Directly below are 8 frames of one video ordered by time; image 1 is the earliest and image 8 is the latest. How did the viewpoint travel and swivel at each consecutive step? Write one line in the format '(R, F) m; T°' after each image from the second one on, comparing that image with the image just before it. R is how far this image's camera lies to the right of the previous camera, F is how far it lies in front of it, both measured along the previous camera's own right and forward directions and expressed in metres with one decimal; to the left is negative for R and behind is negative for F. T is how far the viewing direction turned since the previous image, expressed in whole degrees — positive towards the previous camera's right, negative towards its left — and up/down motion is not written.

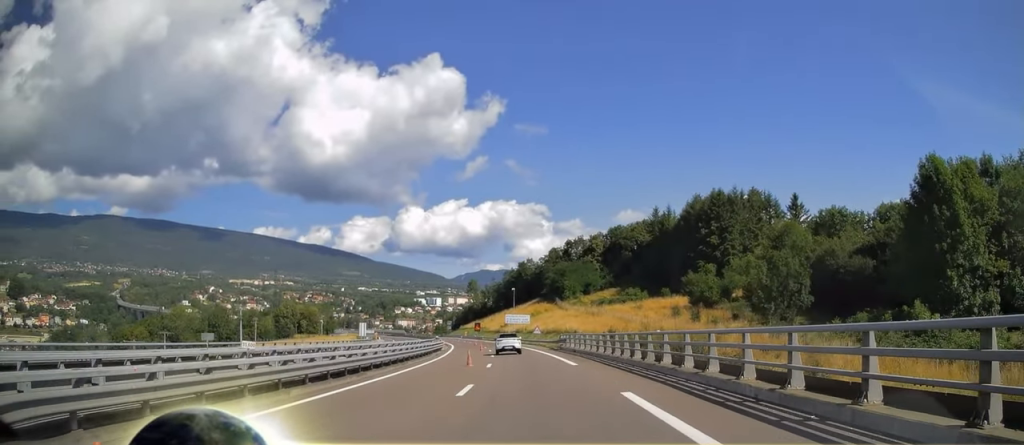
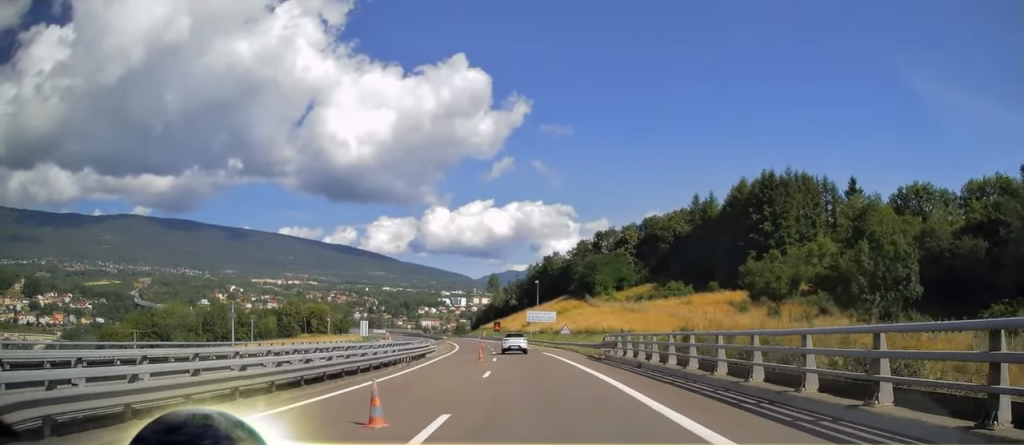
(0.0, +18.8) m; -3°
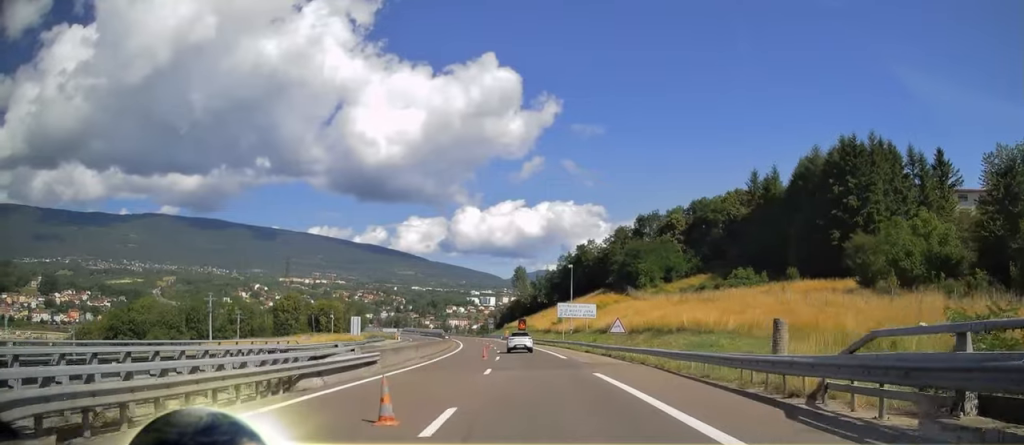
(-1.4, +24.6) m; -9°
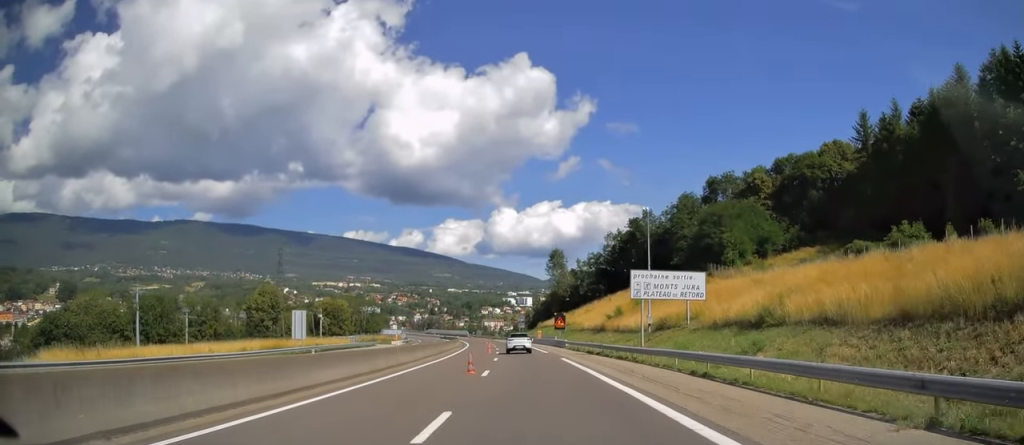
(-4.4, +38.3) m; -8°
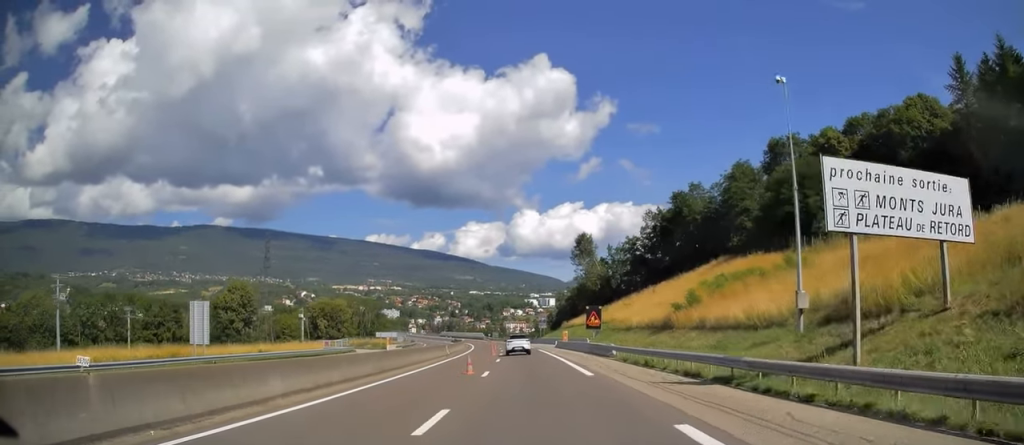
(-0.3, +24.7) m; -2°
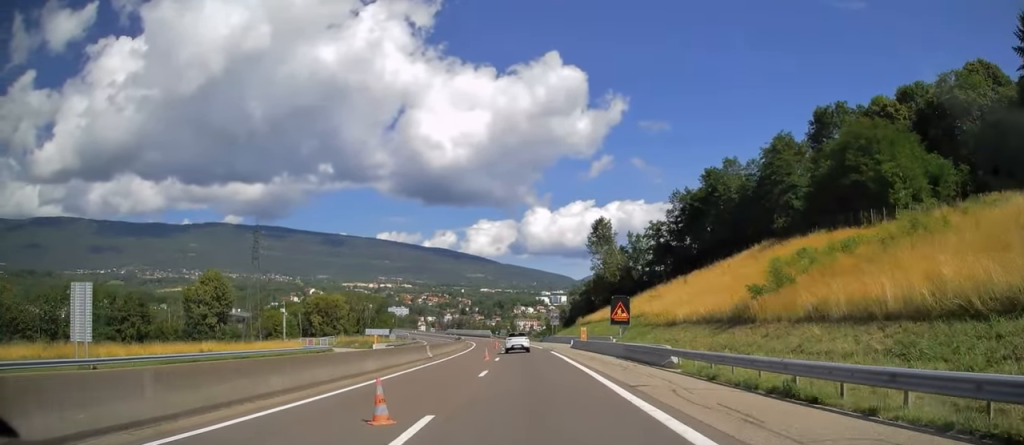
(-0.3, +14.4) m; -2°
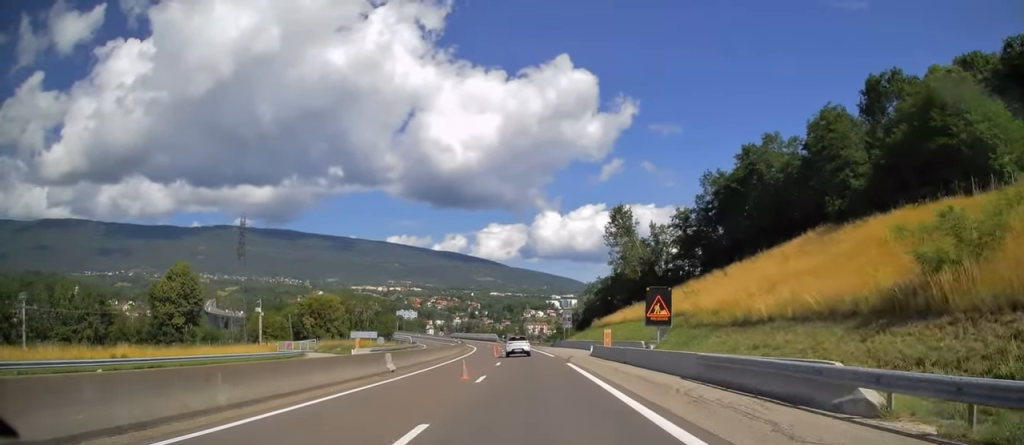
(-0.1, +13.6) m; -1°
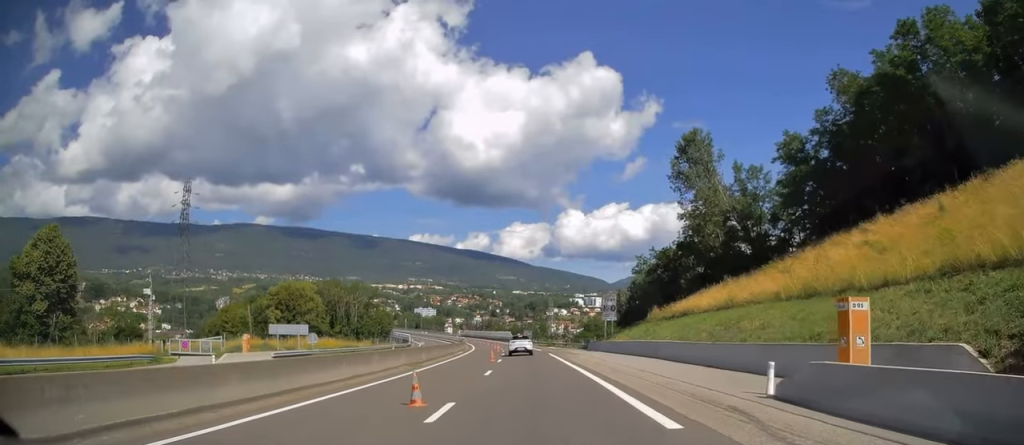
(-0.9, +35.2) m; -2°
